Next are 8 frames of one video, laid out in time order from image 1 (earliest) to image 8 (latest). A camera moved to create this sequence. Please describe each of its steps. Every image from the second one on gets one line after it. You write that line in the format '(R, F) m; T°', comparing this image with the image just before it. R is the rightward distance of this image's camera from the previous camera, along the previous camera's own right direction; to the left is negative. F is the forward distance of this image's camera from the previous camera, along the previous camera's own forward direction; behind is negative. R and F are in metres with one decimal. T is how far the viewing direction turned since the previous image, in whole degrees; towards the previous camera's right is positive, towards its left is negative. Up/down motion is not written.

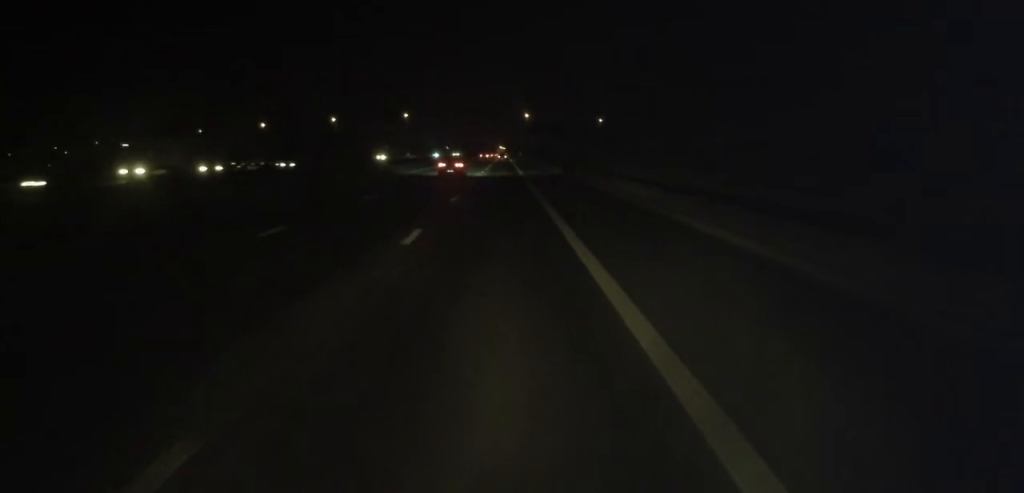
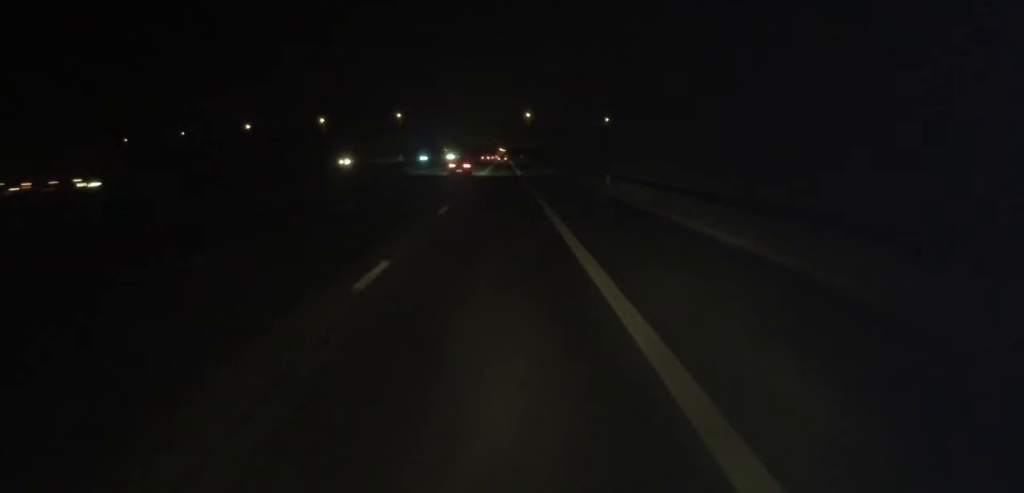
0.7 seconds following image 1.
(+0.1, +17.3) m; 0°
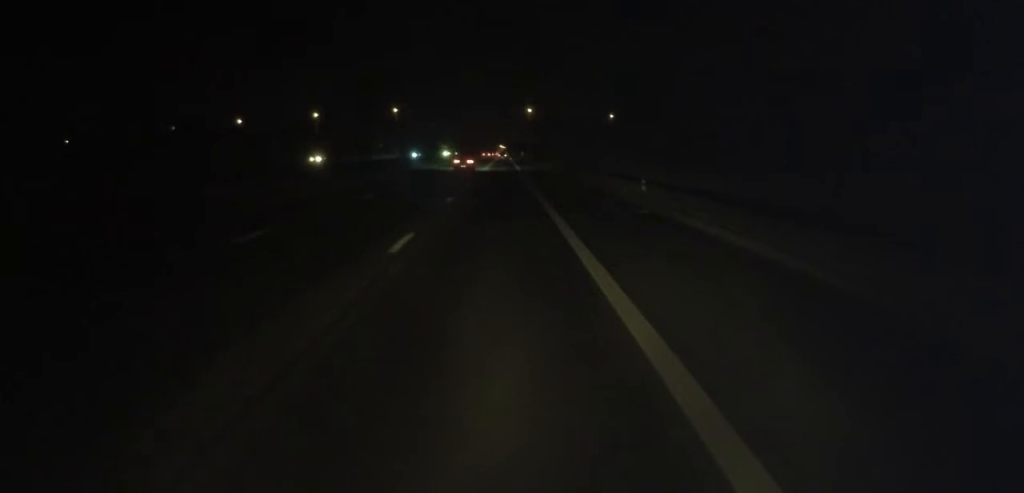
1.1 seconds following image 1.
(-0.1, +9.4) m; 0°
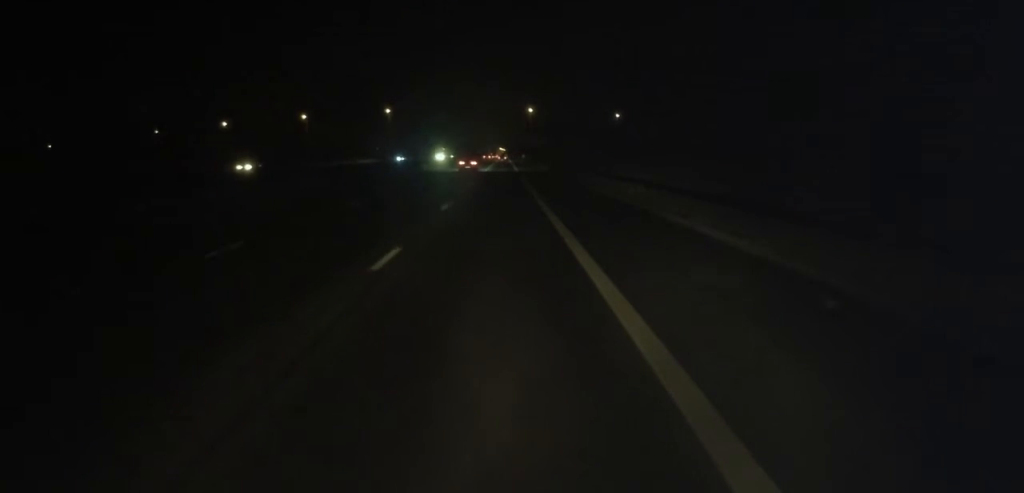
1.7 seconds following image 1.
(-0.1, +14.1) m; 0°
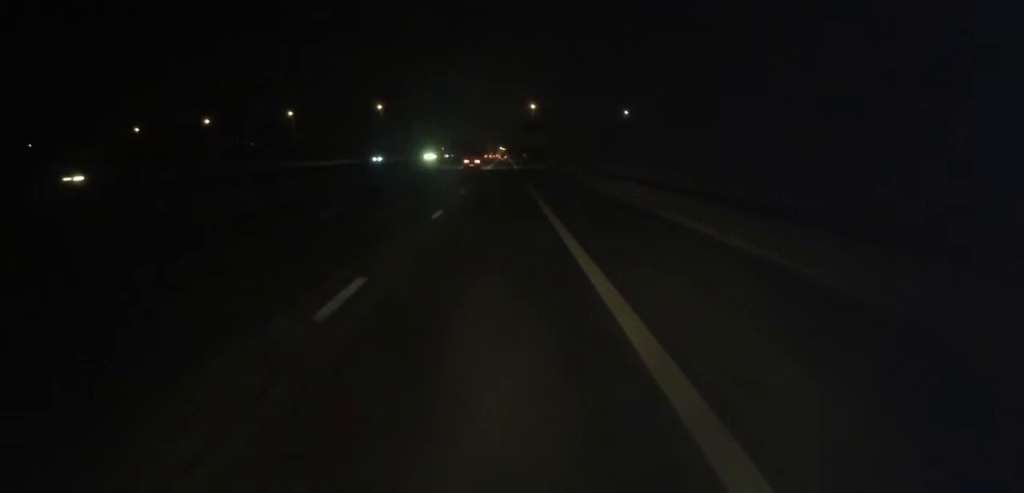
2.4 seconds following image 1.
(+0.1, +15.7) m; 0°
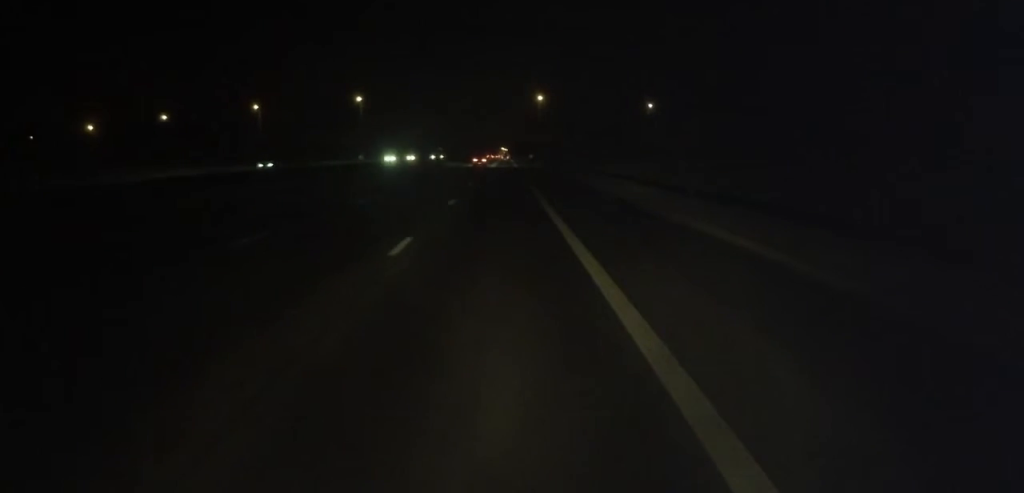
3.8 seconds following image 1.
(-0.1, +33.0) m; 0°
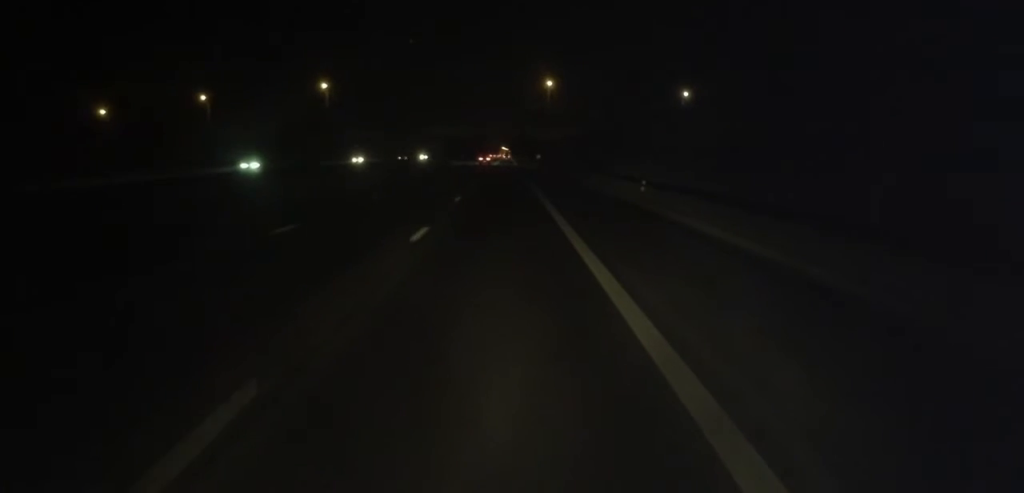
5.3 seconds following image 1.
(0.0, +35.3) m; 0°
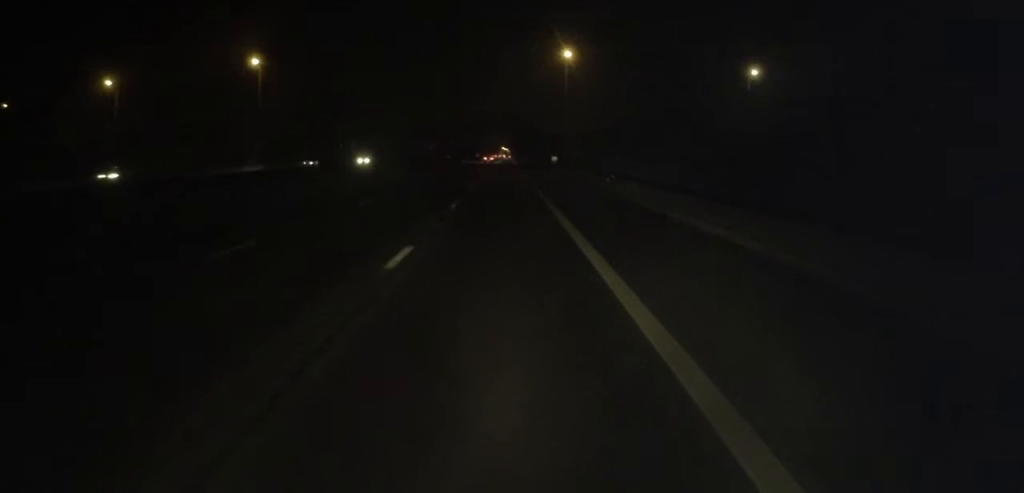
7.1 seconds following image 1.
(0.0, +41.6) m; 0°
